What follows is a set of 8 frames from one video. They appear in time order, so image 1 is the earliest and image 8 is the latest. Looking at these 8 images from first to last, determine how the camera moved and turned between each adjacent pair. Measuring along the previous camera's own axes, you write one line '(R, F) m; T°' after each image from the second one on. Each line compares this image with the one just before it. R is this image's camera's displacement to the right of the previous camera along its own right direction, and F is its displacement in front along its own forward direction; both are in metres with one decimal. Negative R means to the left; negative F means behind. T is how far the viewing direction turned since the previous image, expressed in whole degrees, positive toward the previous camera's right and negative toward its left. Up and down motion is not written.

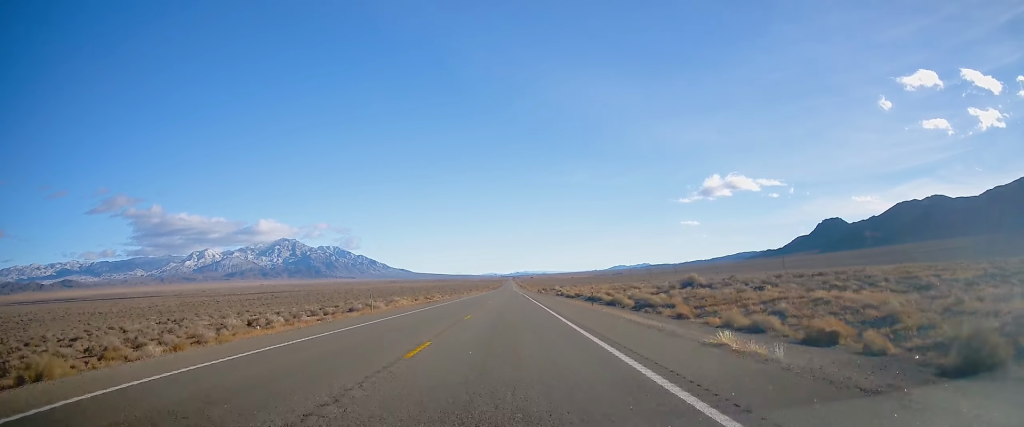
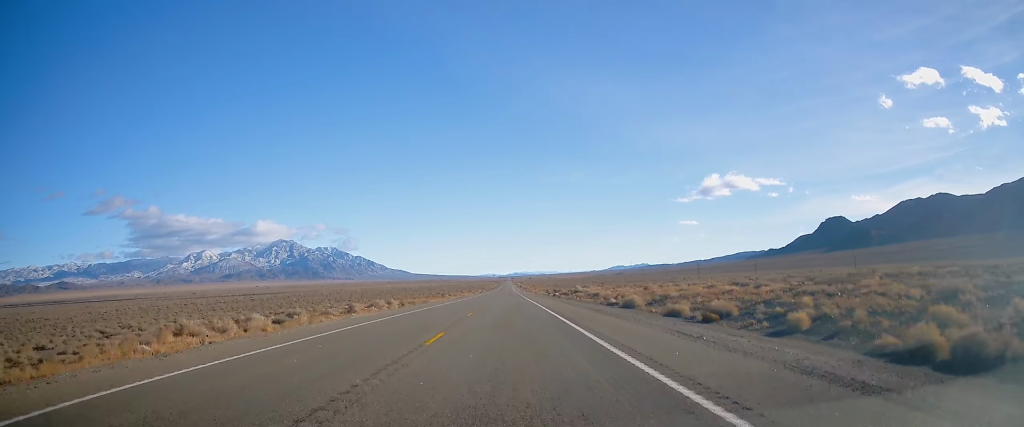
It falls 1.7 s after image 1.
(+0.1, +59.0) m; 0°
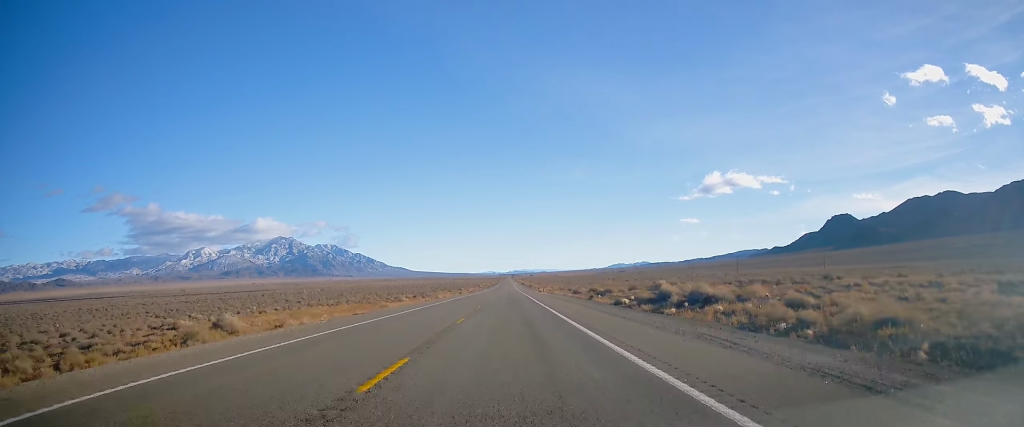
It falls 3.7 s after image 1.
(+0.2, +66.8) m; +1°
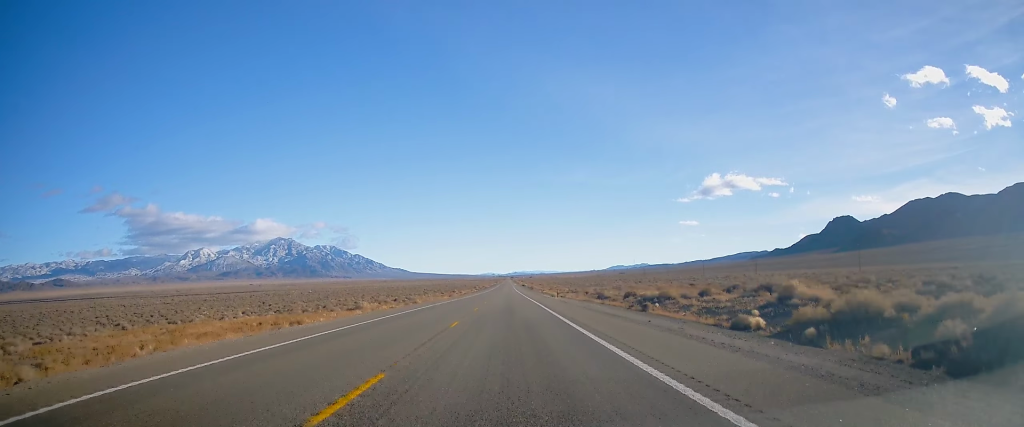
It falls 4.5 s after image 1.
(-0.1, +26.1) m; 0°
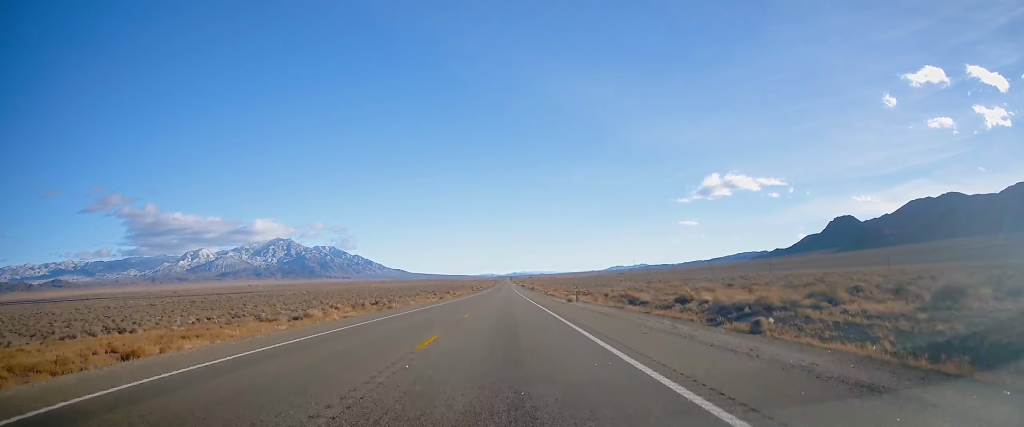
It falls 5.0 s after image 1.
(0.0, +18.3) m; 0°
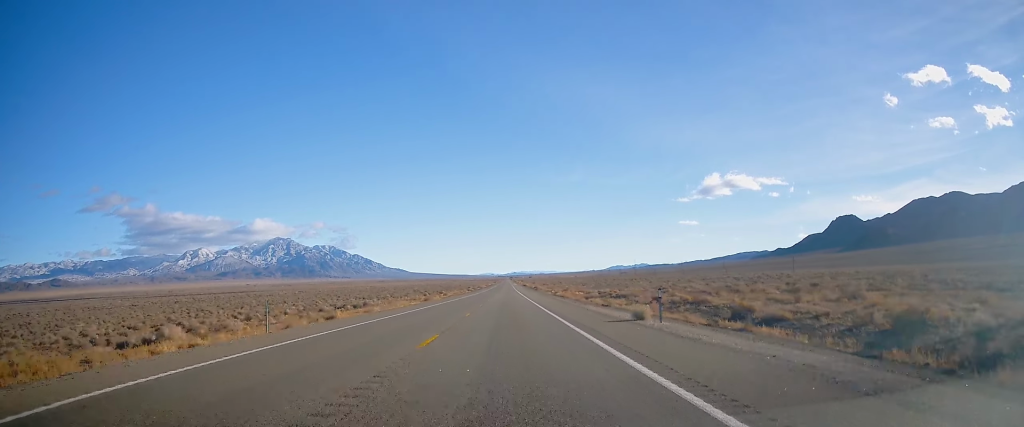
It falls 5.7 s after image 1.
(0.0, +24.0) m; 0°
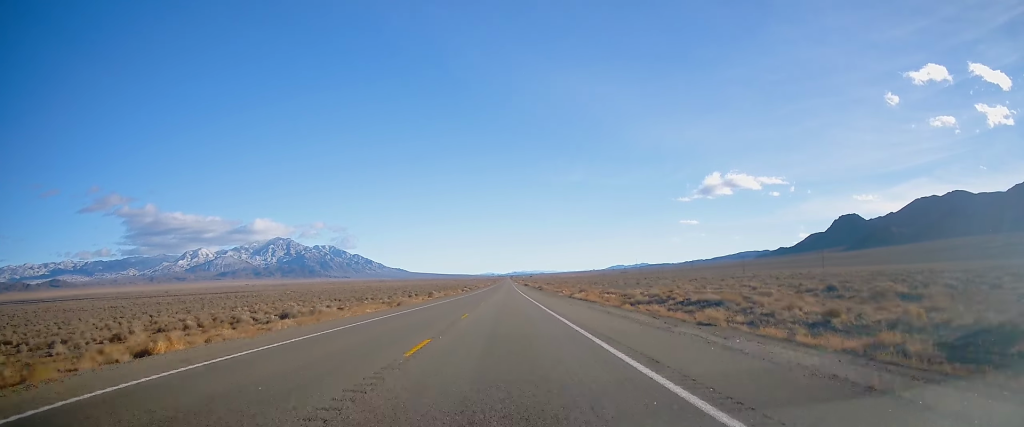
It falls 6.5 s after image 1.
(+0.2, +25.9) m; 0°
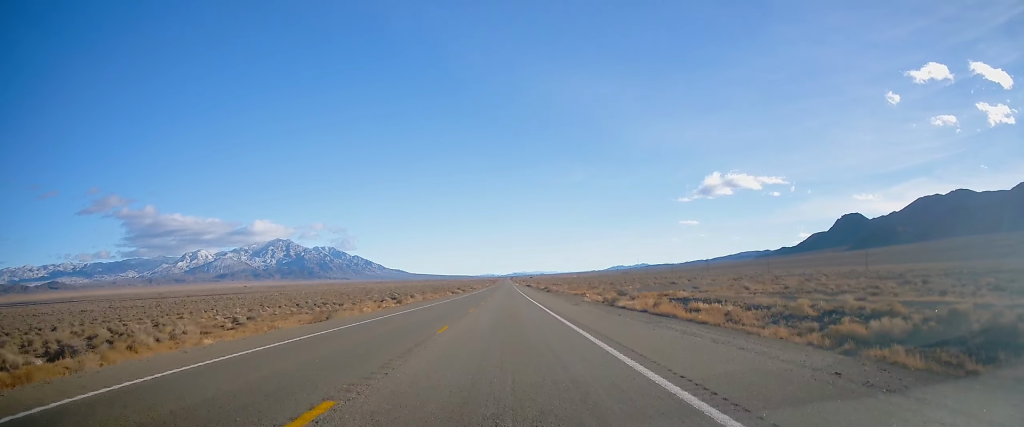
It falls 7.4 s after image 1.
(-0.3, +31.8) m; 0°
